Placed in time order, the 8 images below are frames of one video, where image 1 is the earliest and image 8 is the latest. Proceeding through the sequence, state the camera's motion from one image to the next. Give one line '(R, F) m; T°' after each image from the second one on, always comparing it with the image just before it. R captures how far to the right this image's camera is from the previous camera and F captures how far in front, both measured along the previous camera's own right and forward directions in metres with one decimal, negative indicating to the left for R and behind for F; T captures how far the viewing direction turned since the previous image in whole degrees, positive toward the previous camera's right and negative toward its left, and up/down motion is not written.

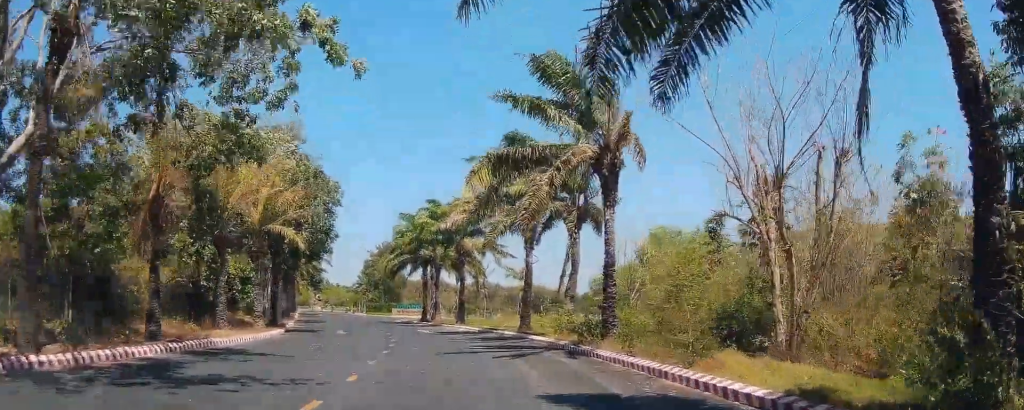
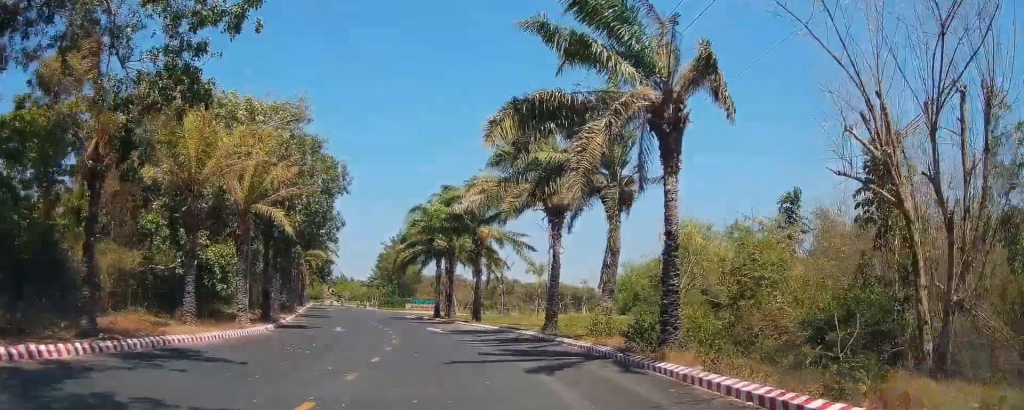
(0.0, +4.7) m; -1°
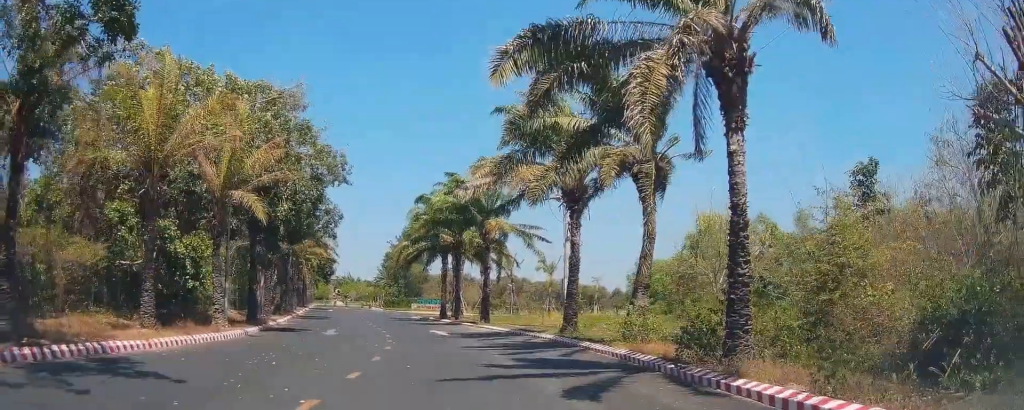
(-0.1, +3.8) m; -3°
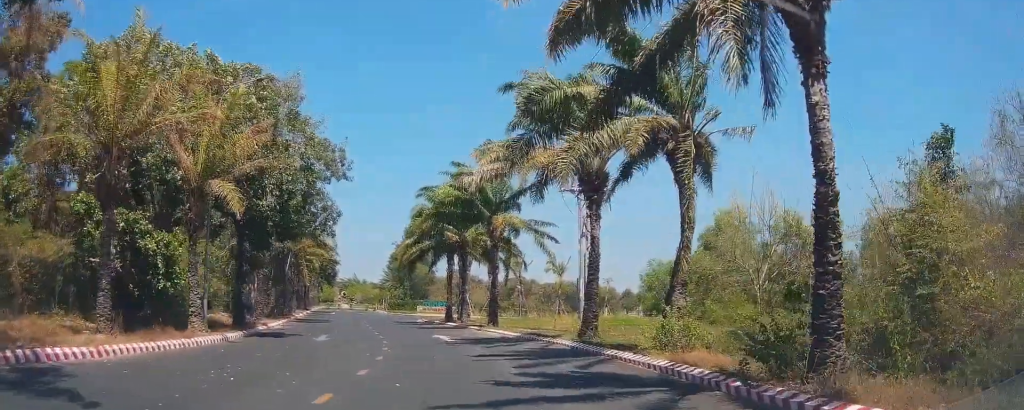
(+0.1, +3.0) m; -3°
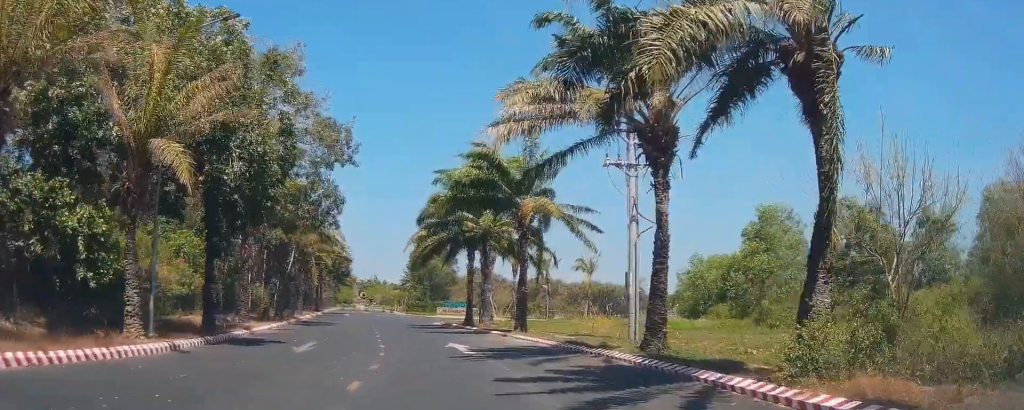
(-0.4, +6.3) m; 0°
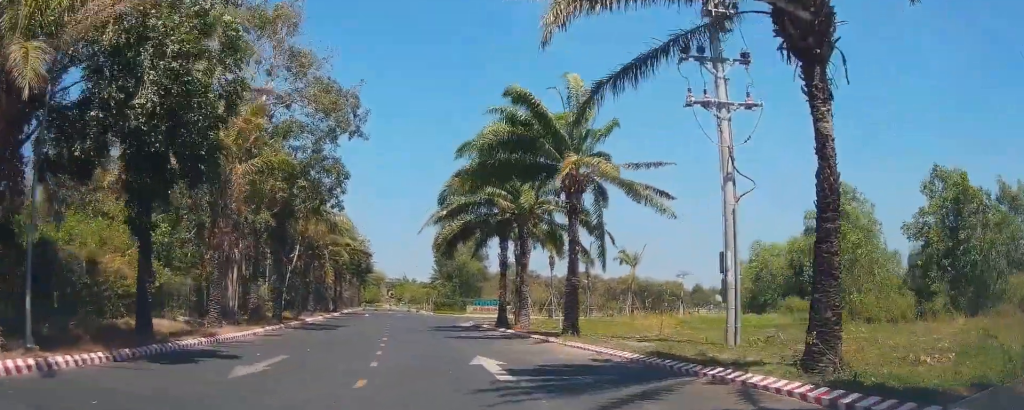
(+0.1, +7.8) m; -6°
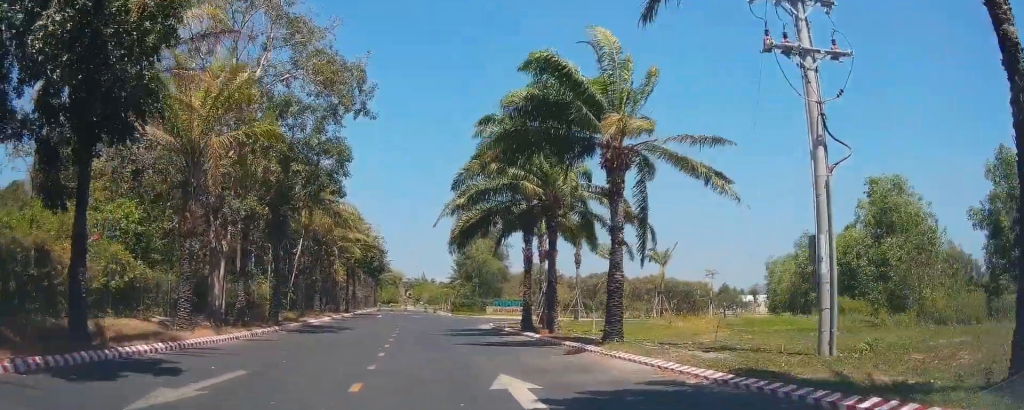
(-0.3, +4.6) m; 0°
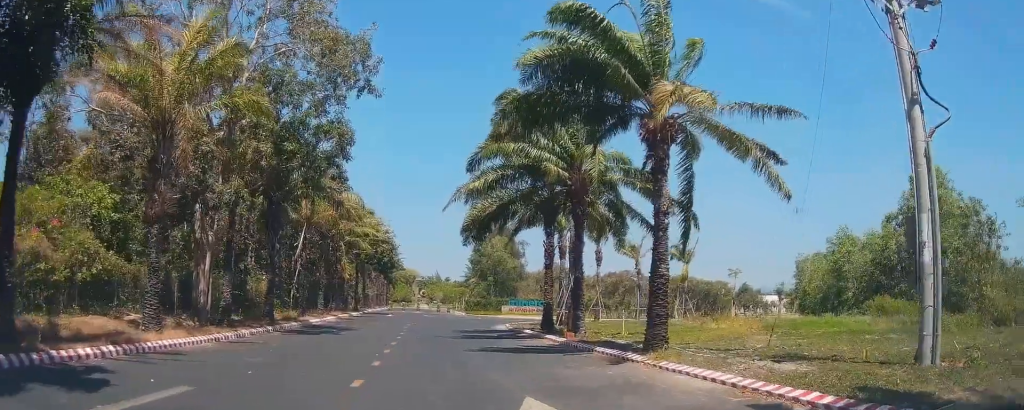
(+0.1, +3.5) m; +2°
